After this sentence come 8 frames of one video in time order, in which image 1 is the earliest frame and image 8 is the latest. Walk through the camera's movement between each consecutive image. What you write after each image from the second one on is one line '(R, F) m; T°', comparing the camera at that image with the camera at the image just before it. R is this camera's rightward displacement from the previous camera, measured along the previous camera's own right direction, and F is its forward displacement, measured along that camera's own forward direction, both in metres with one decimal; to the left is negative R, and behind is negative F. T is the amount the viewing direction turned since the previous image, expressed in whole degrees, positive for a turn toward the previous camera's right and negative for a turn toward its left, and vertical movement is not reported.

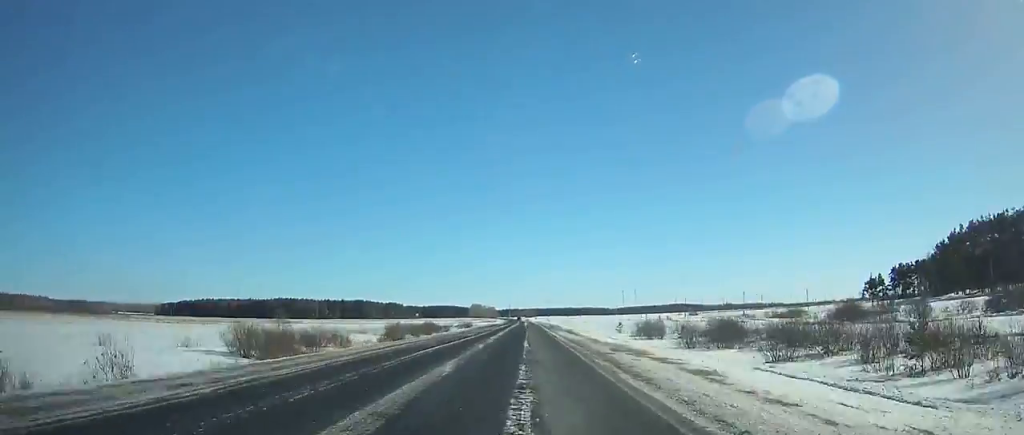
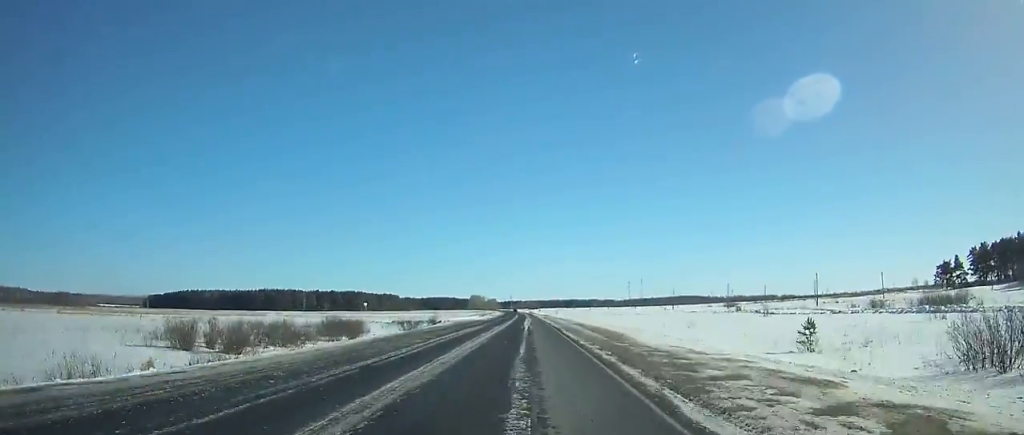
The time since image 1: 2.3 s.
(-0.1, +55.3) m; 0°
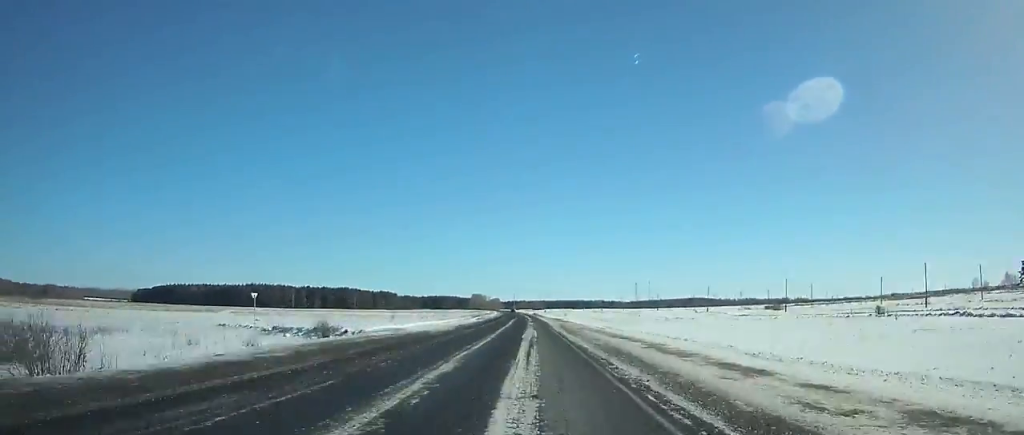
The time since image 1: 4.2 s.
(-0.1, +45.8) m; 0°
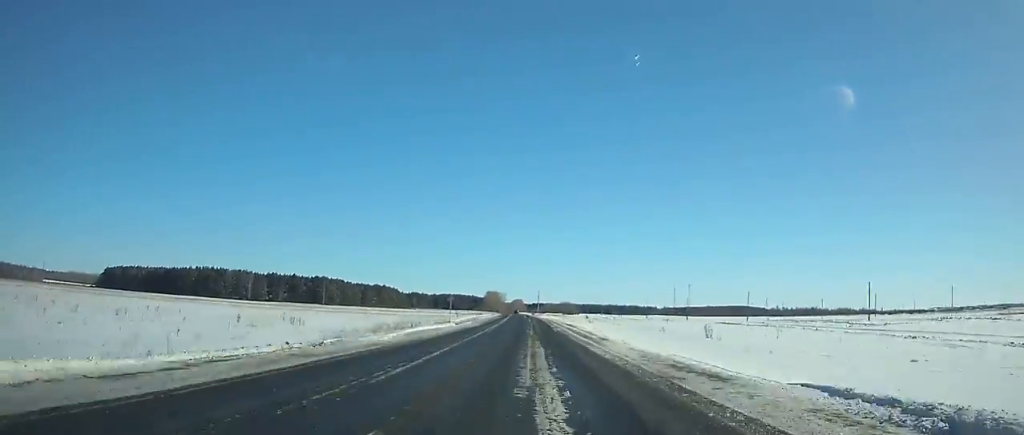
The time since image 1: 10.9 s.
(-2.4, +163.0) m; -2°
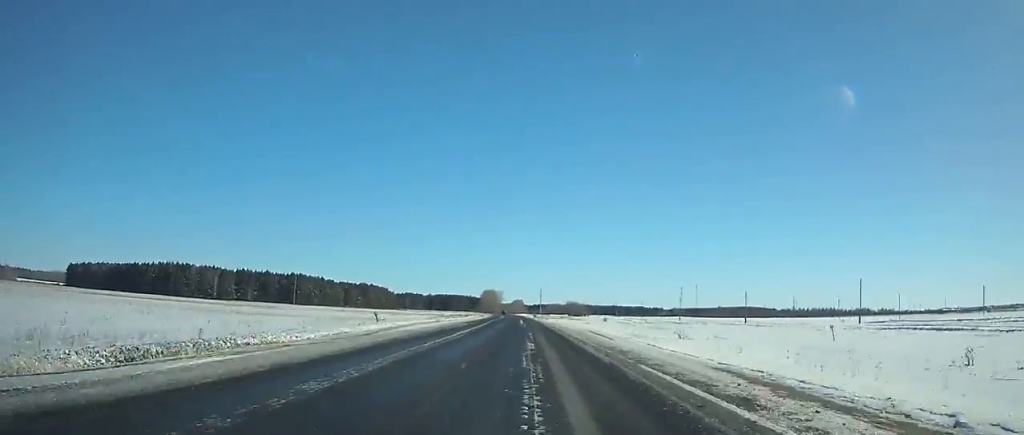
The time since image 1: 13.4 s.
(-0.5, +61.1) m; -1°
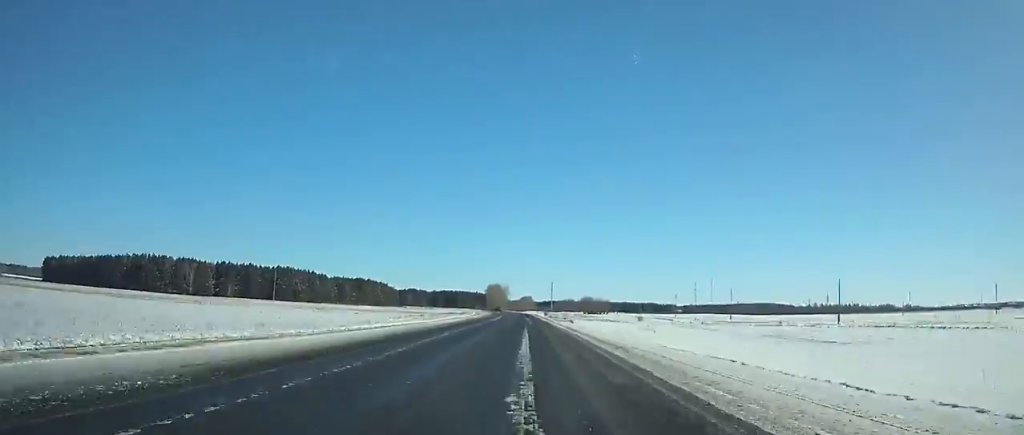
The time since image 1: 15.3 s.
(-0.1, +46.5) m; -1°
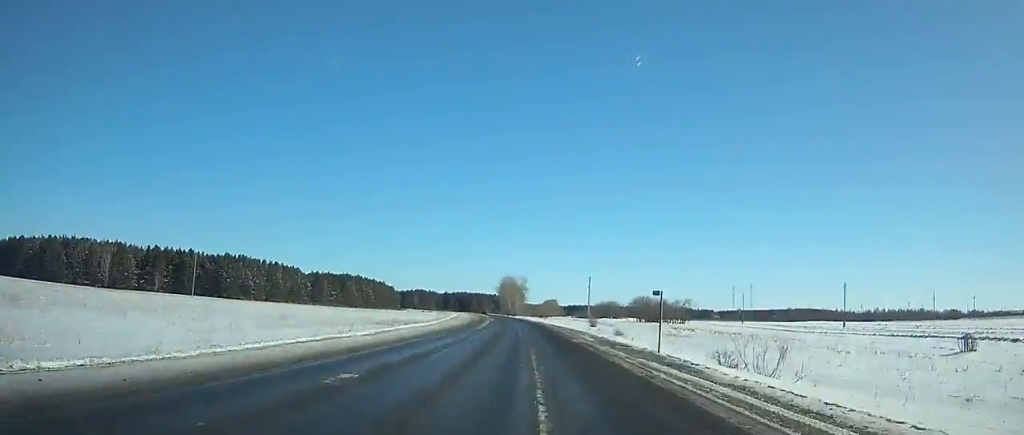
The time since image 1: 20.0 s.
(-2.3, +114.2) m; -3°
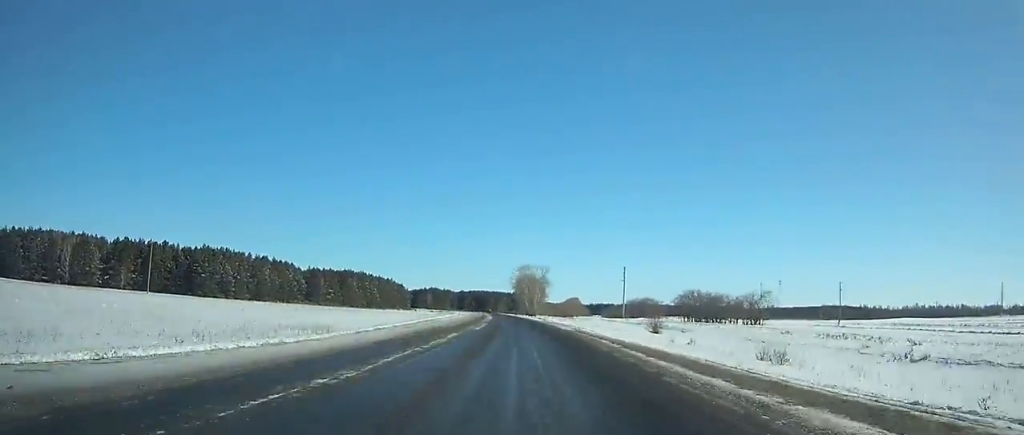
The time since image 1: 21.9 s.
(0.0, +45.8) m; -2°
